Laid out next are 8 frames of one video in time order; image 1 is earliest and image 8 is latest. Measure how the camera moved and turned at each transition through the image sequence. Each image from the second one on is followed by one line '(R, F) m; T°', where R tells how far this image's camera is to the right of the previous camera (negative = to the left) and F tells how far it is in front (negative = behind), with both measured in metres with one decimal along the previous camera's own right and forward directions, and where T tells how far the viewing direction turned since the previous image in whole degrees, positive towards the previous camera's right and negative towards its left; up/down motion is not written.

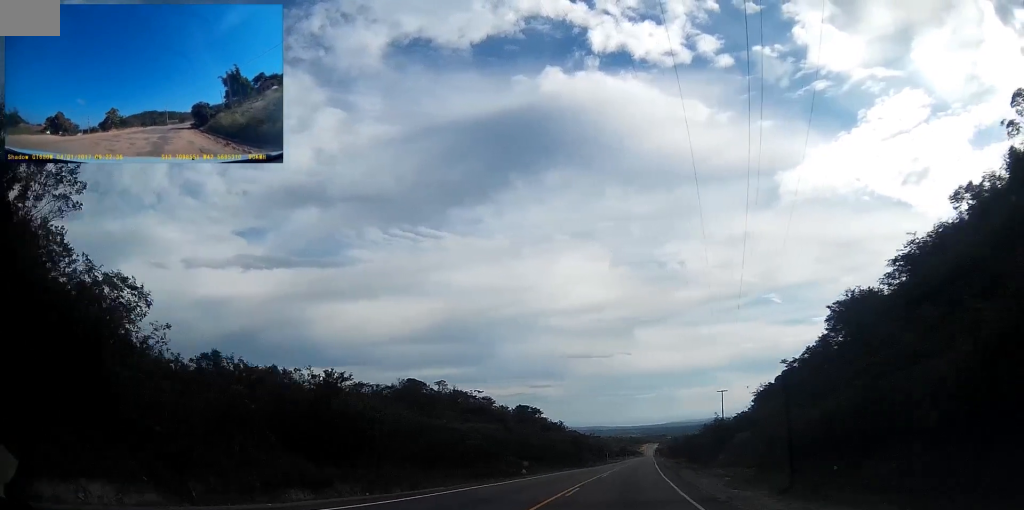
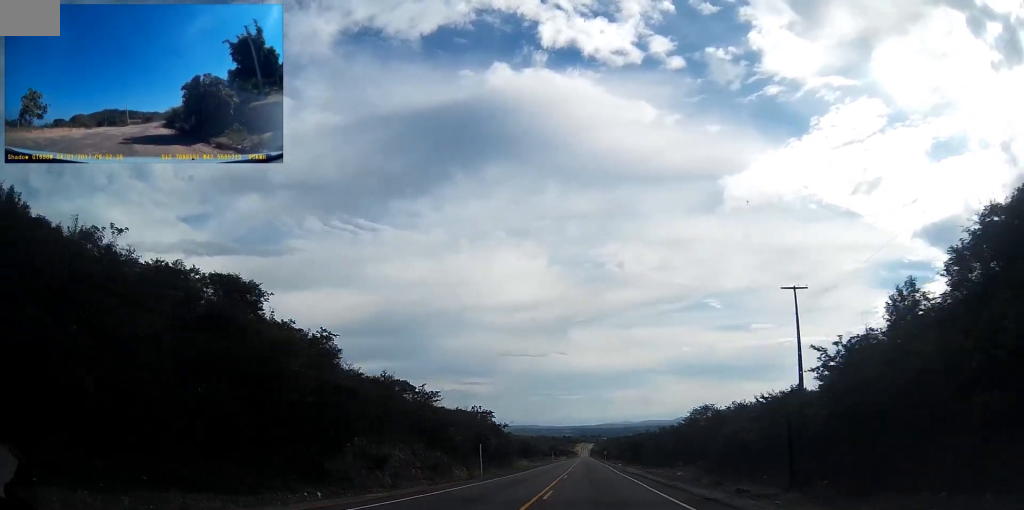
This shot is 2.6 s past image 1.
(+7.4, +77.5) m; +8°
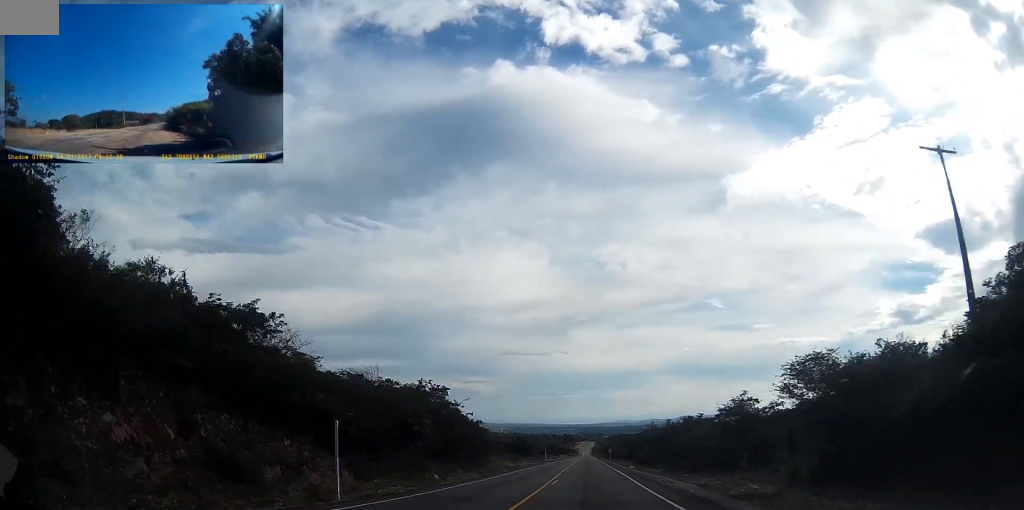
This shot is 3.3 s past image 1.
(+0.2, +23.0) m; +1°
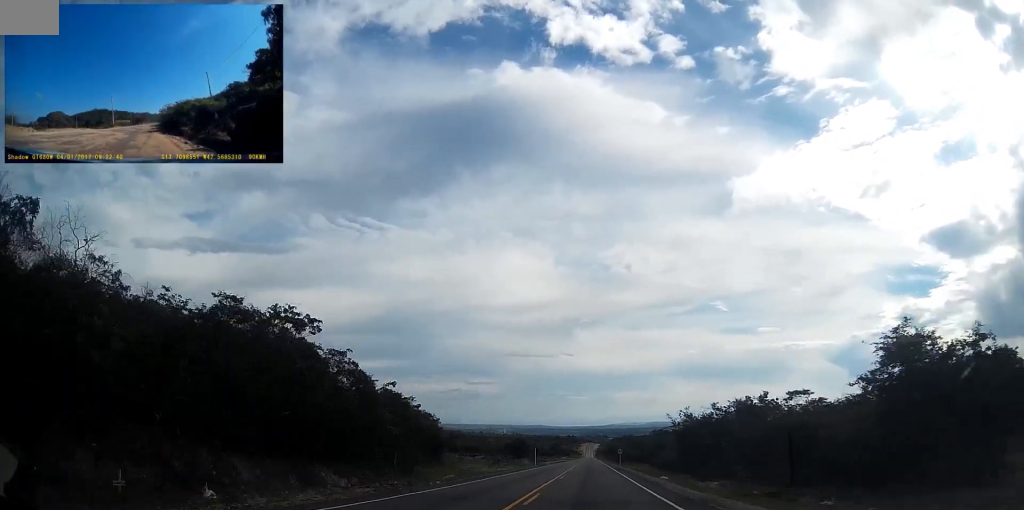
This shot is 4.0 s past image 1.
(-0.2, +24.8) m; 0°
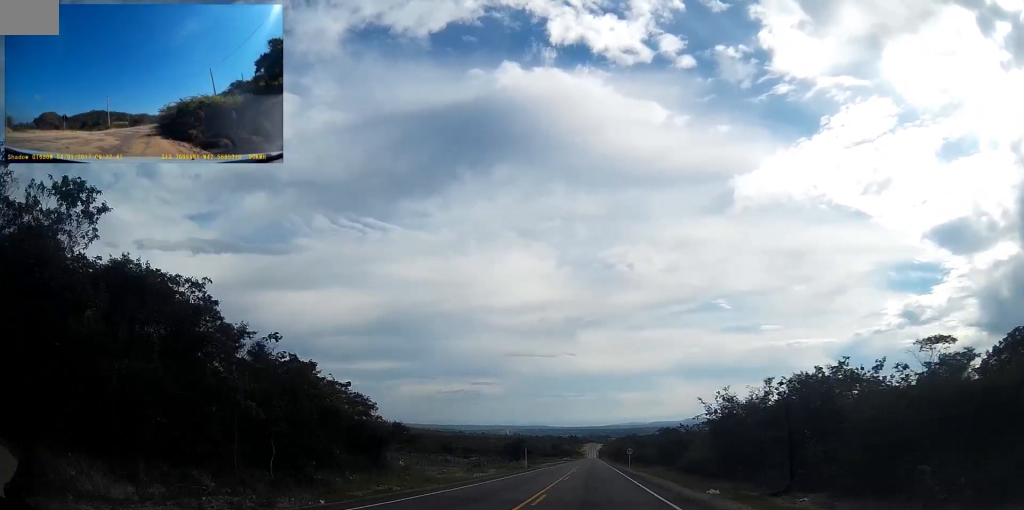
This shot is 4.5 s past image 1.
(+0.2, +16.1) m; 0°
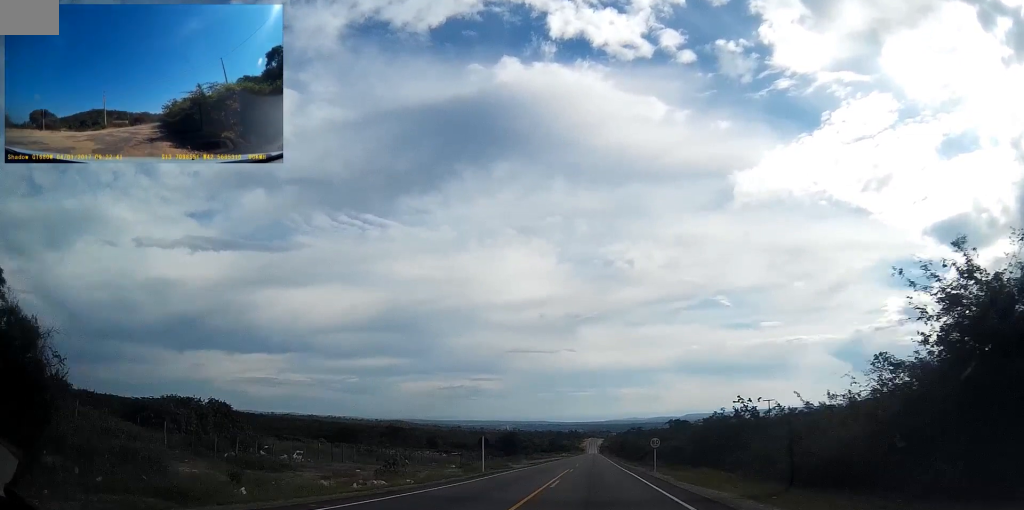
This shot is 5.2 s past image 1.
(+0.1, +24.2) m; 0°
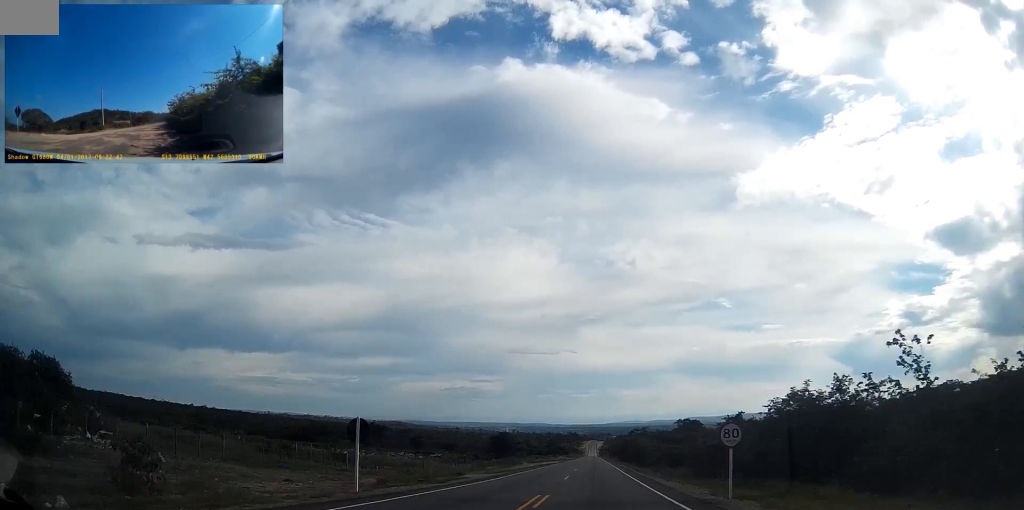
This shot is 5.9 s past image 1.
(-0.2, +23.2) m; -1°
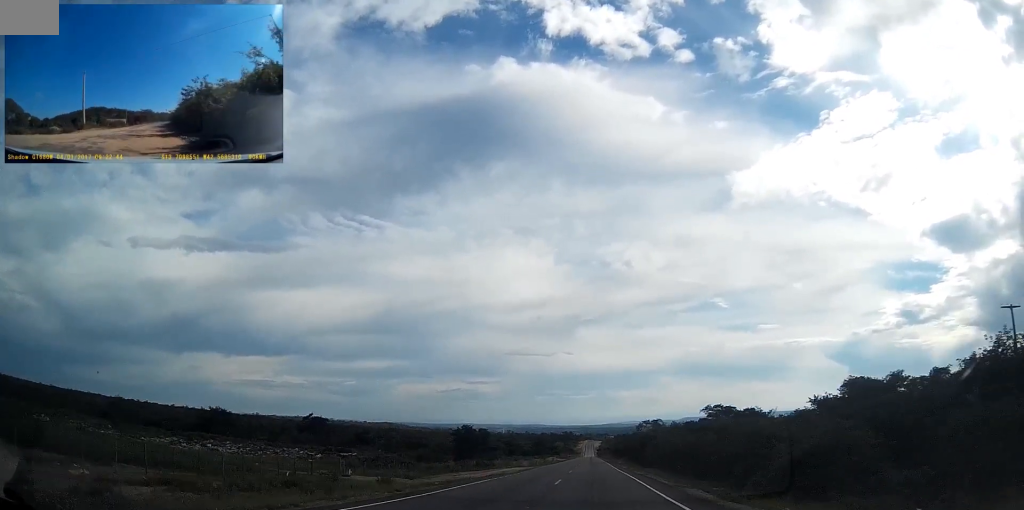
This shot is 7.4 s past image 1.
(-0.1, +51.4) m; 0°
